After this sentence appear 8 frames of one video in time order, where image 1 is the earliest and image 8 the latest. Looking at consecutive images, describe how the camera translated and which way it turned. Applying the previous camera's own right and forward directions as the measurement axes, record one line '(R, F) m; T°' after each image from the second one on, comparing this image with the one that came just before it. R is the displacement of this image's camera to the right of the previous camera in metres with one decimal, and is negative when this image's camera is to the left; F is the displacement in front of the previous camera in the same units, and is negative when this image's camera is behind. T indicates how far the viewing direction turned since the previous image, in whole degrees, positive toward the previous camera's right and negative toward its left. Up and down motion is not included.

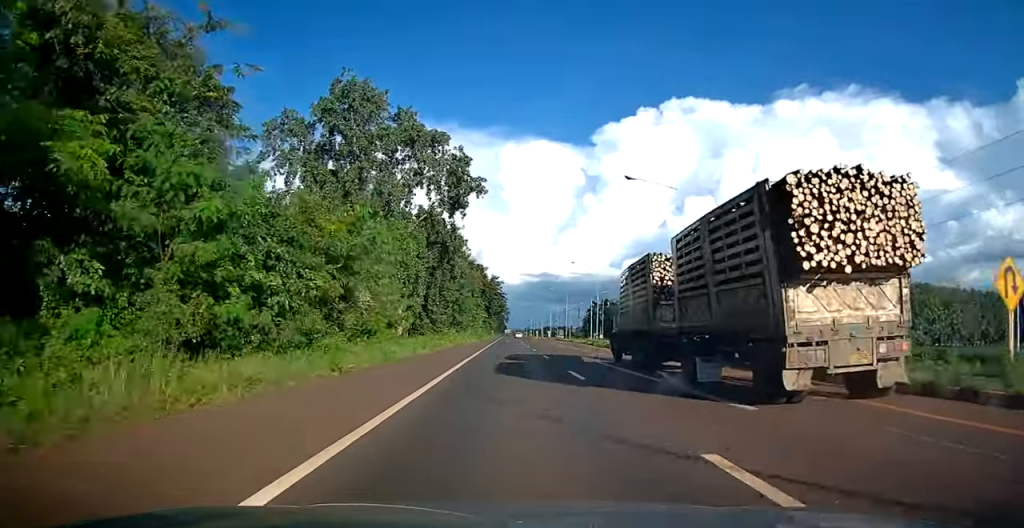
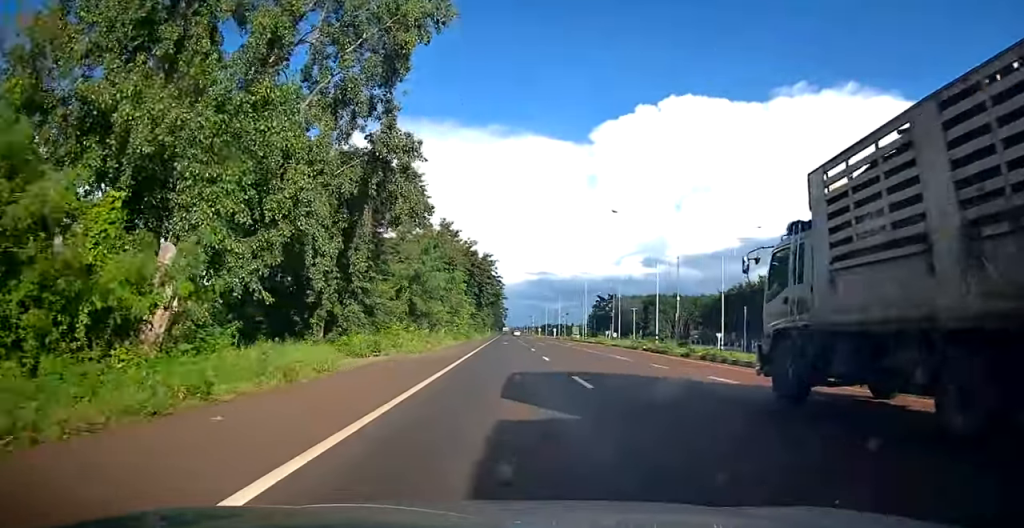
(+0.1, +26.1) m; 0°
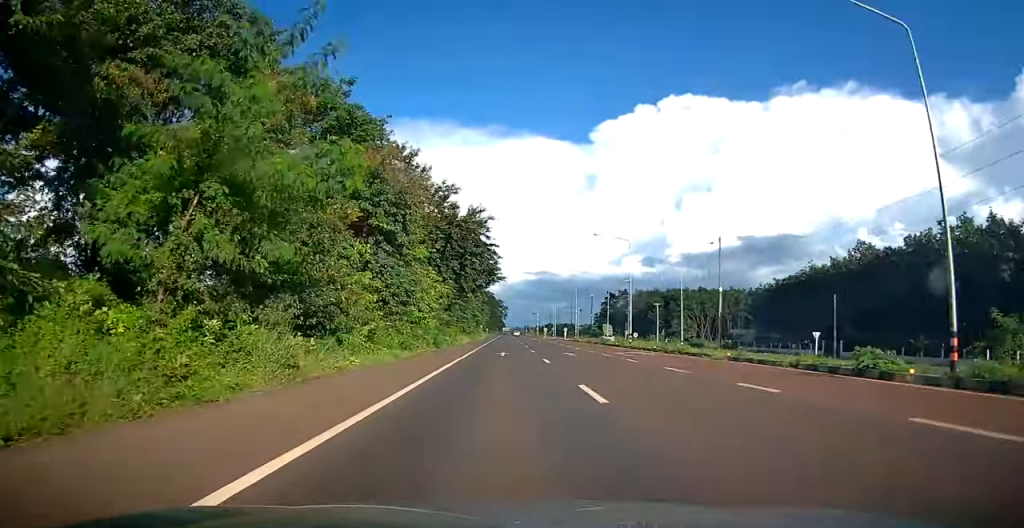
(0.0, +26.2) m; 0°
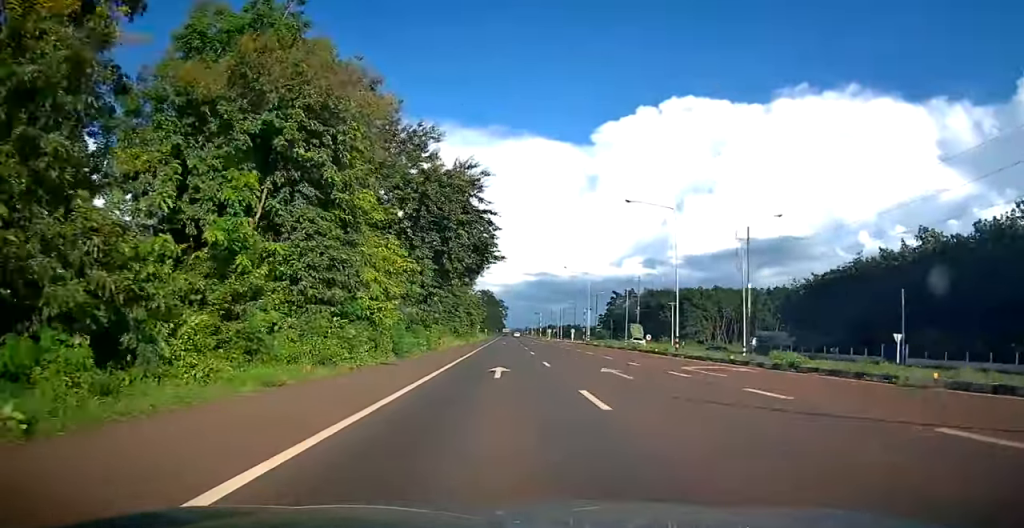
(0.0, +12.4) m; 0°
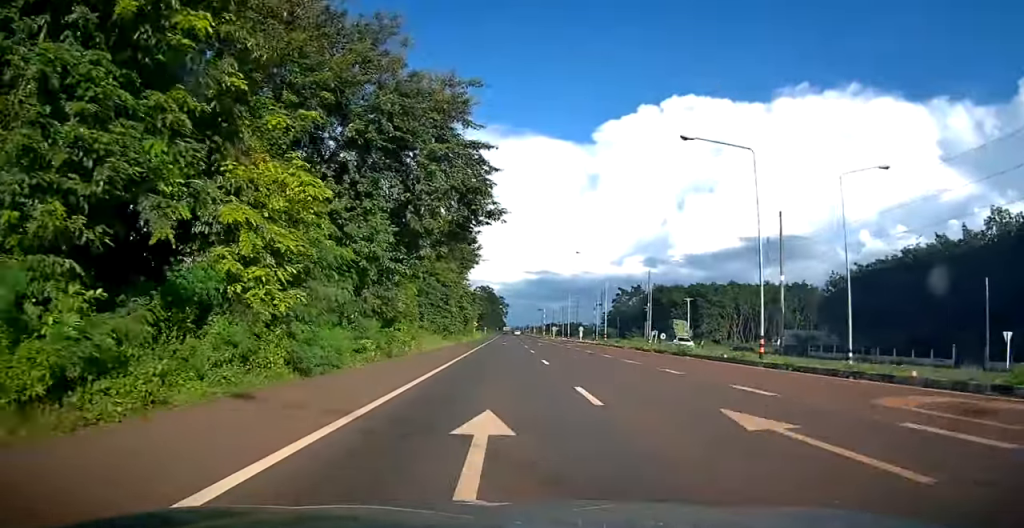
(0.0, +11.2) m; 0°
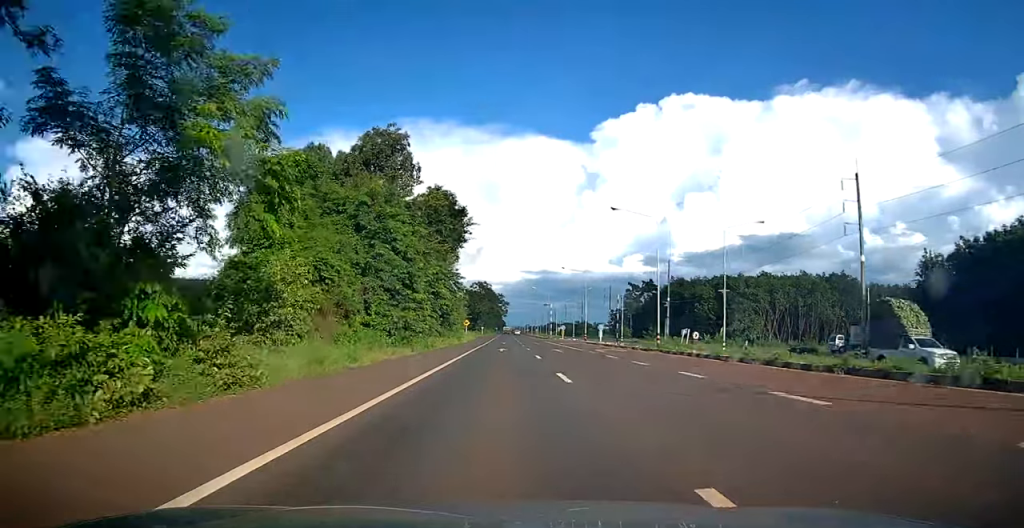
(-0.1, +20.0) m; 0°
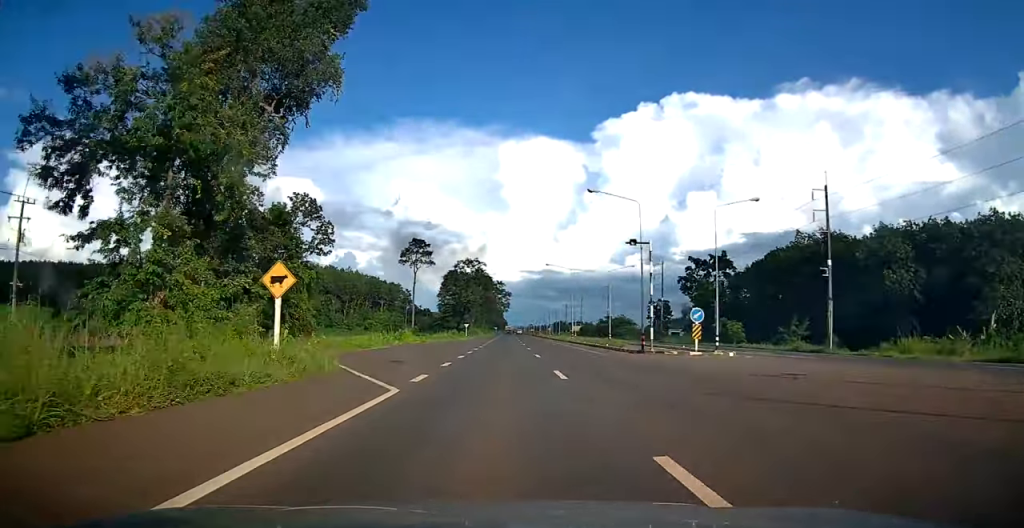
(-0.1, +70.4) m; 0°
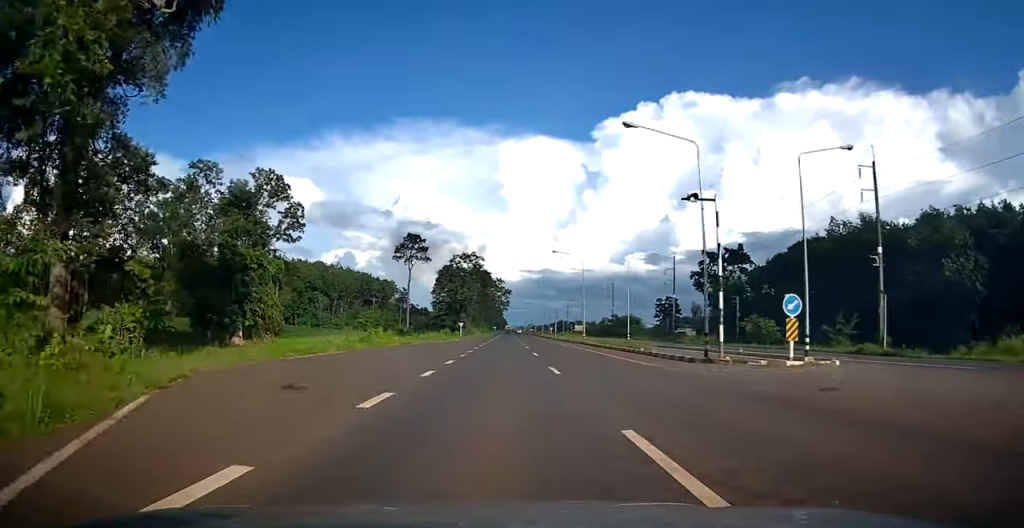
(0.0, +10.5) m; 0°
